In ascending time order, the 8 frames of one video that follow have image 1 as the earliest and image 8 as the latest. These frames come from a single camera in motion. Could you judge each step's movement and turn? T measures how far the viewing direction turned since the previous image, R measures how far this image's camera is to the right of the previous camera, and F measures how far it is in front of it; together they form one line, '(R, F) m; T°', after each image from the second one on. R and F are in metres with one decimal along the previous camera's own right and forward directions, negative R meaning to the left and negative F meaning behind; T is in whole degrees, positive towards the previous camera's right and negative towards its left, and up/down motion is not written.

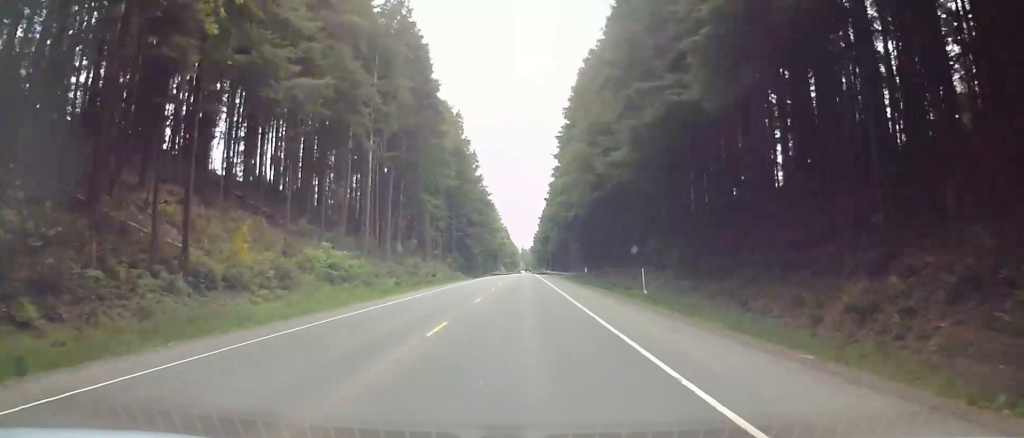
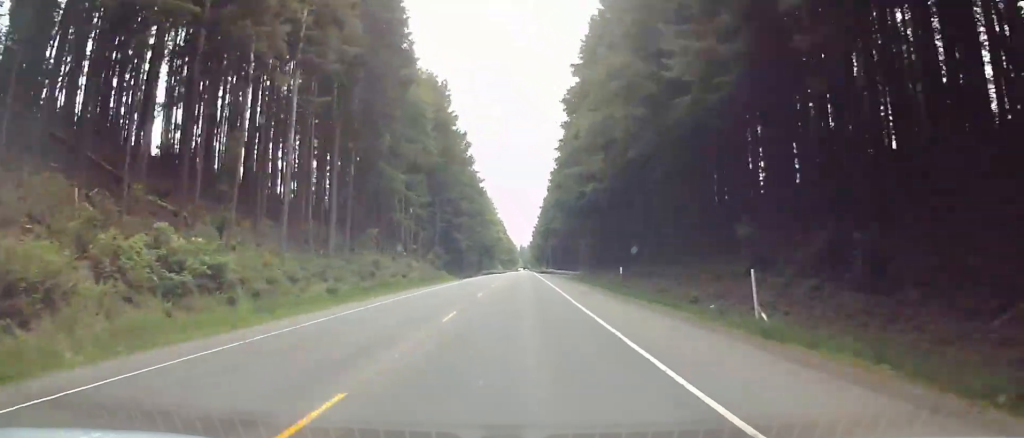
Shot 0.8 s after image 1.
(+0.4, +20.9) m; 0°
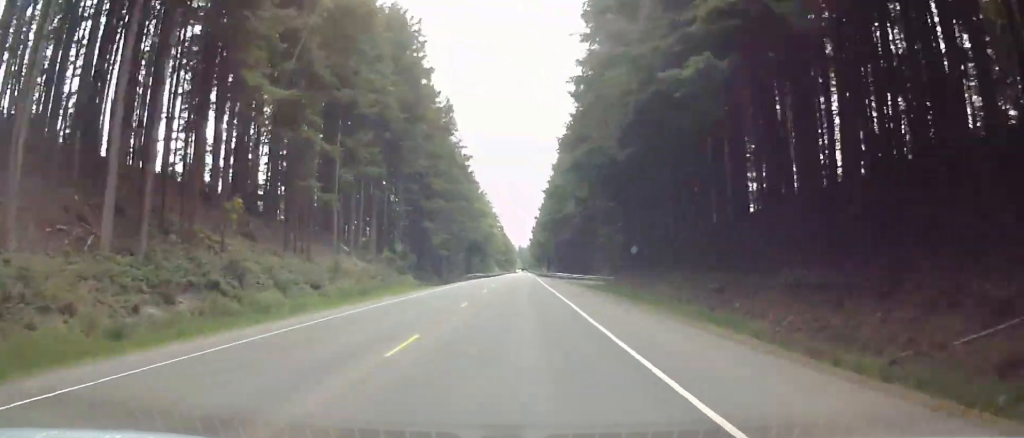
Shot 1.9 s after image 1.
(+0.5, +29.6) m; 0°
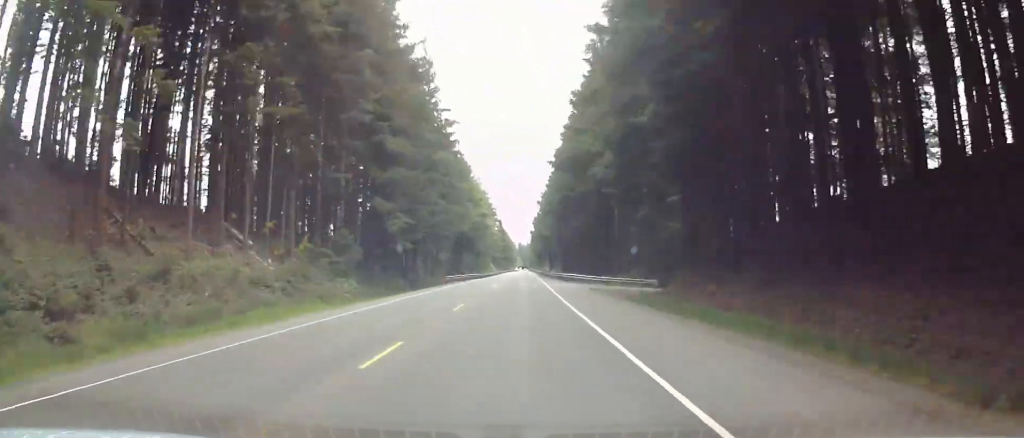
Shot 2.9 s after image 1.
(-0.1, +24.3) m; 0°
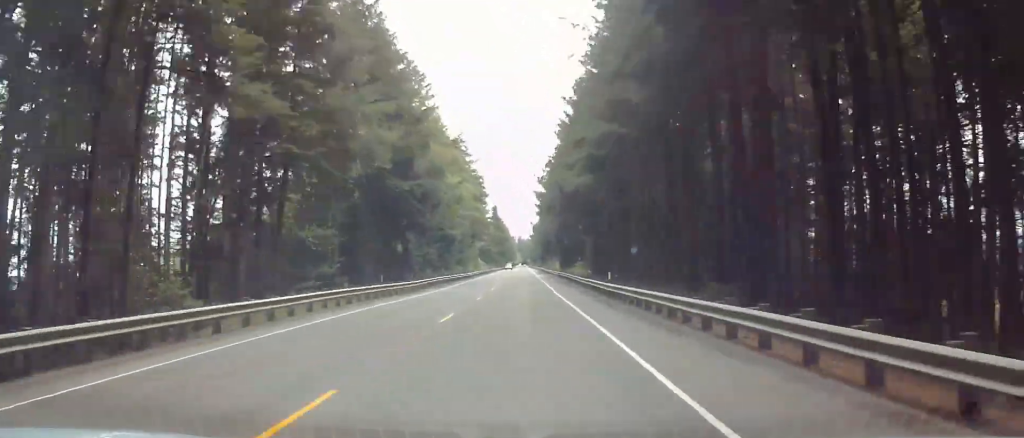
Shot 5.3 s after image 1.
(-0.7, +62.7) m; -1°
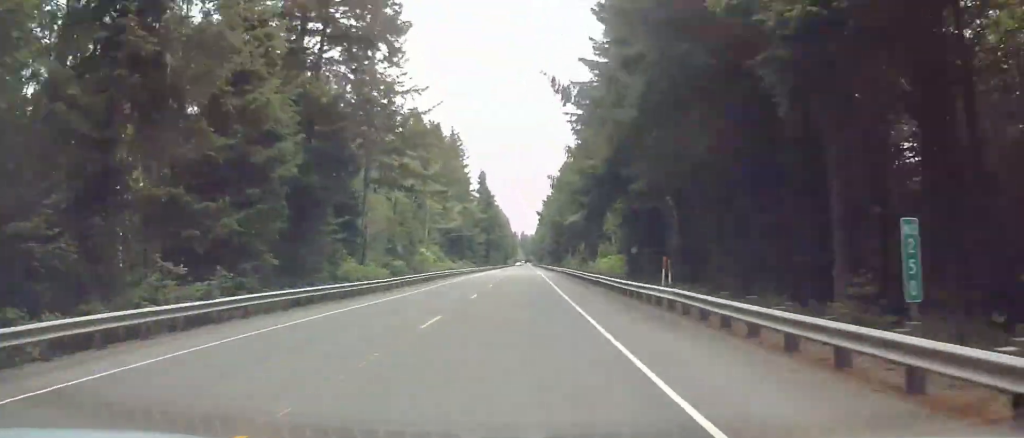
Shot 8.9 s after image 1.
(+0.6, +95.9) m; 0°
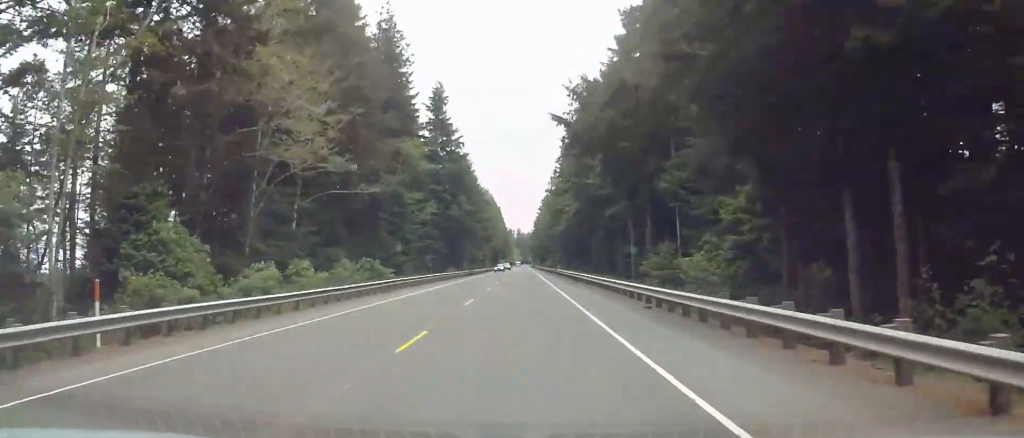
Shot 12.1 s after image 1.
(-0.4, +88.3) m; 0°
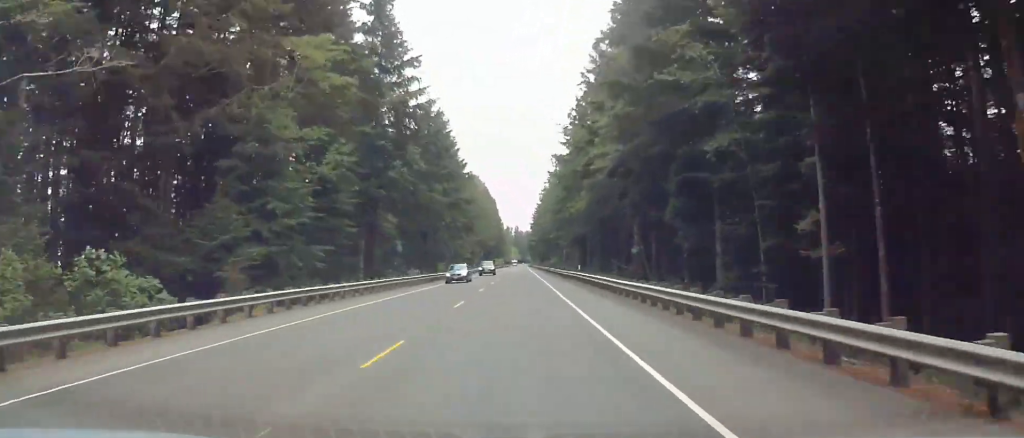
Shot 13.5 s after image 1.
(+0.1, +37.8) m; 0°
